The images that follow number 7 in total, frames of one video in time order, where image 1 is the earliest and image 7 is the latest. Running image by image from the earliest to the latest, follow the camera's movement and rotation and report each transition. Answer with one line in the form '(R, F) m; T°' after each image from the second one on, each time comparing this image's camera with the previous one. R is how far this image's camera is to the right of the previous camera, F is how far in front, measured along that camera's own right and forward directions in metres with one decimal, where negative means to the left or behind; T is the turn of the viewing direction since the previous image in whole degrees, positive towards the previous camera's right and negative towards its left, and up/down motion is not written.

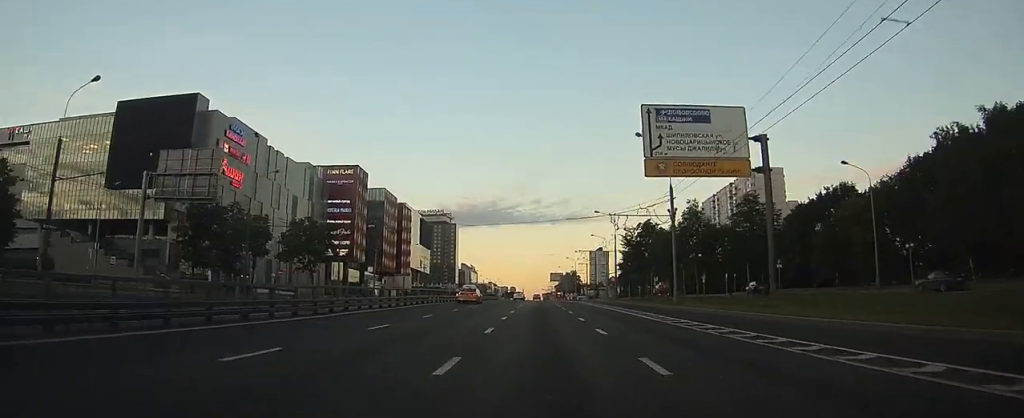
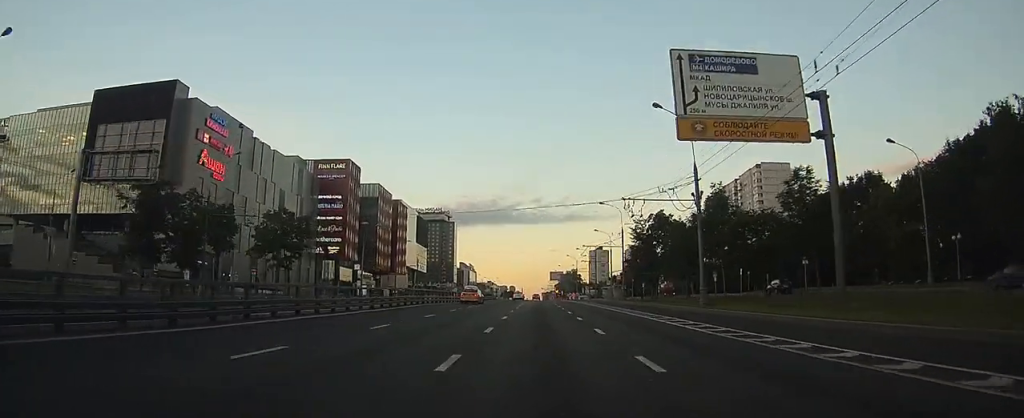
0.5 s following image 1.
(0.0, +7.5) m; -1°
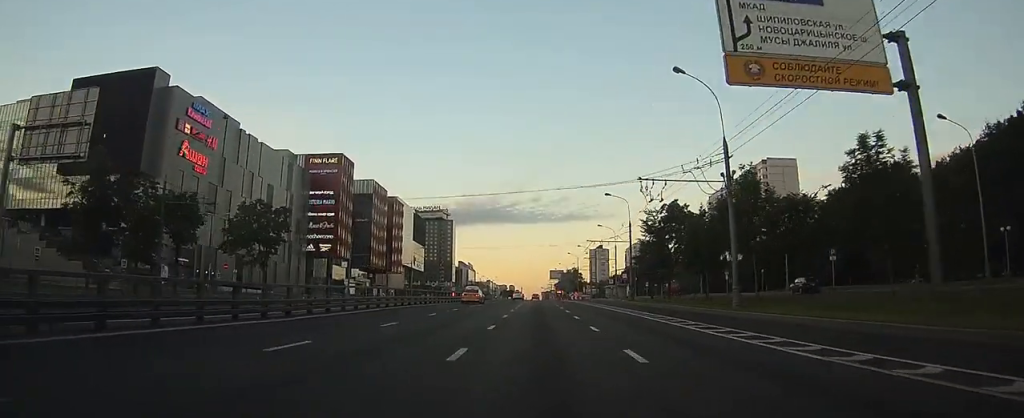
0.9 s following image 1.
(-0.1, +6.6) m; 0°
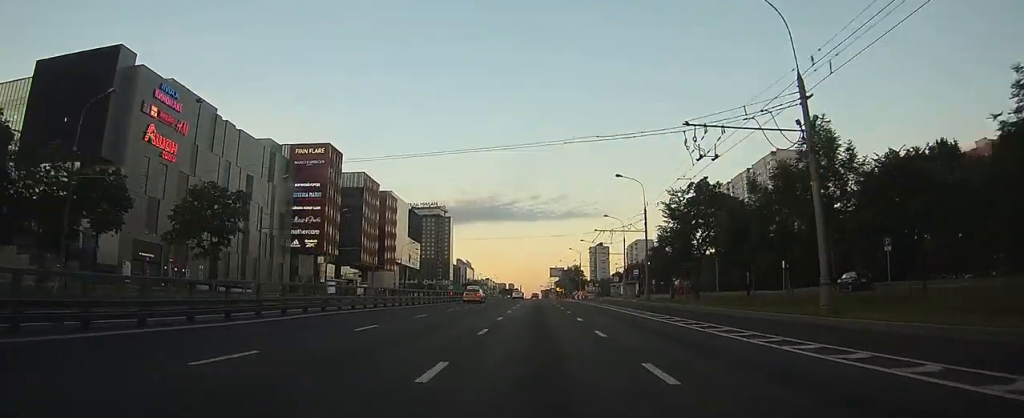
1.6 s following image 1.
(-0.1, +10.2) m; 0°
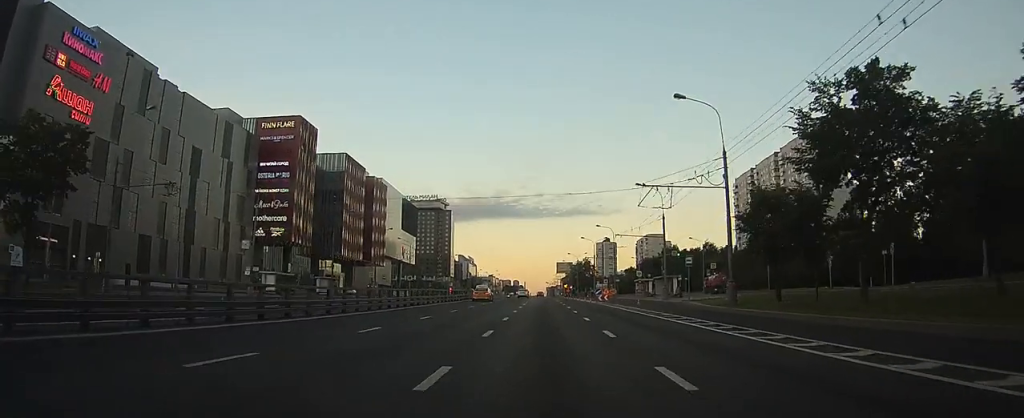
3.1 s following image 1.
(+0.5, +24.2) m; +1°
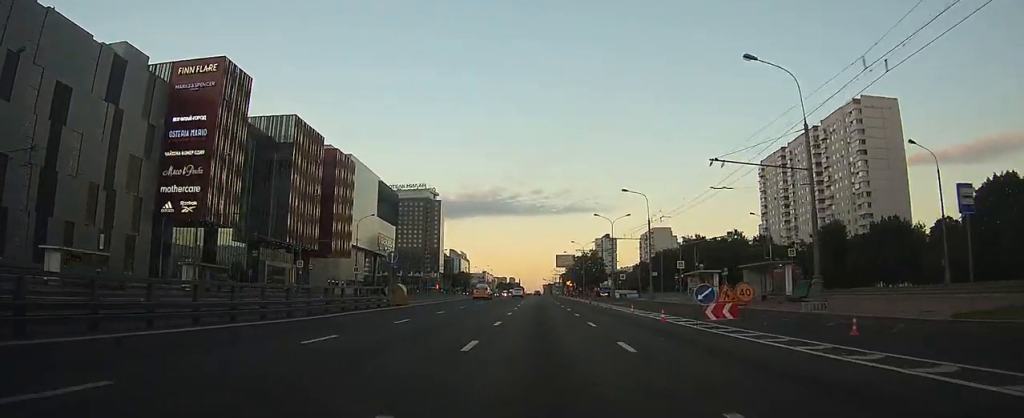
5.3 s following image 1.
(-0.4, +35.7) m; 0°
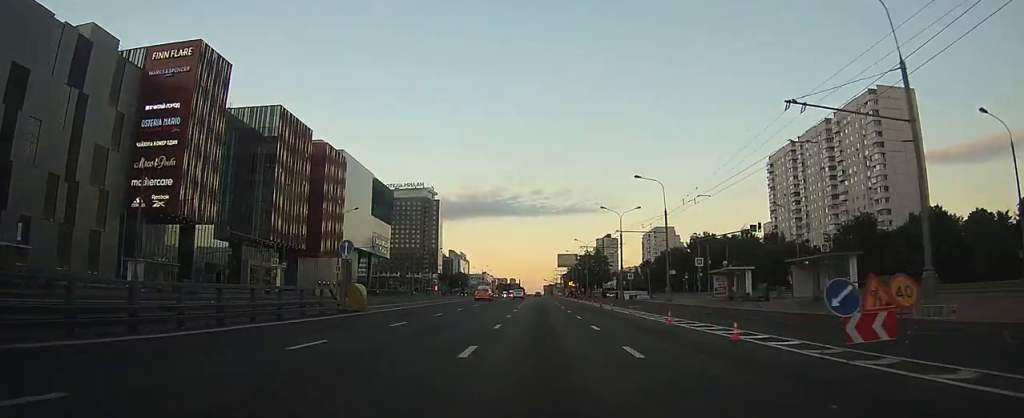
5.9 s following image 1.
(0.0, +8.8) m; 0°
